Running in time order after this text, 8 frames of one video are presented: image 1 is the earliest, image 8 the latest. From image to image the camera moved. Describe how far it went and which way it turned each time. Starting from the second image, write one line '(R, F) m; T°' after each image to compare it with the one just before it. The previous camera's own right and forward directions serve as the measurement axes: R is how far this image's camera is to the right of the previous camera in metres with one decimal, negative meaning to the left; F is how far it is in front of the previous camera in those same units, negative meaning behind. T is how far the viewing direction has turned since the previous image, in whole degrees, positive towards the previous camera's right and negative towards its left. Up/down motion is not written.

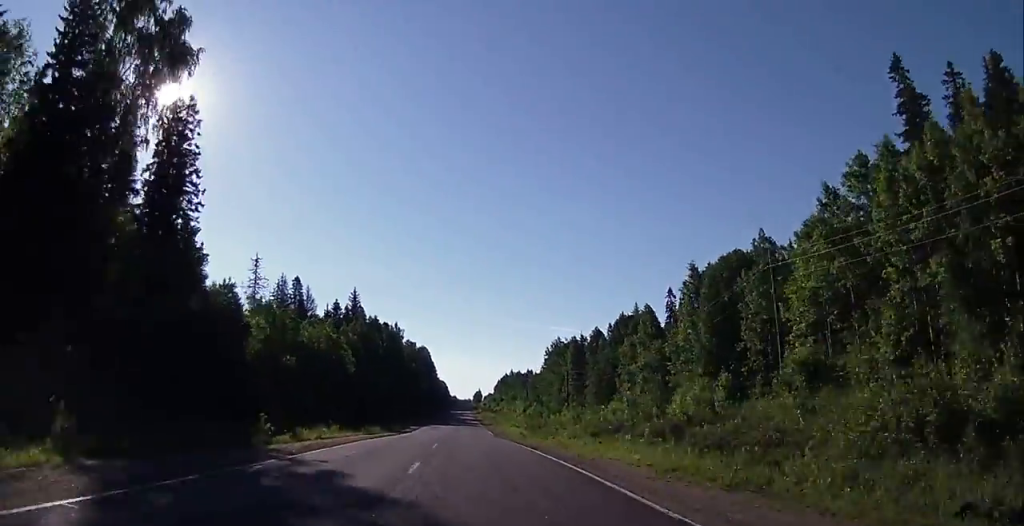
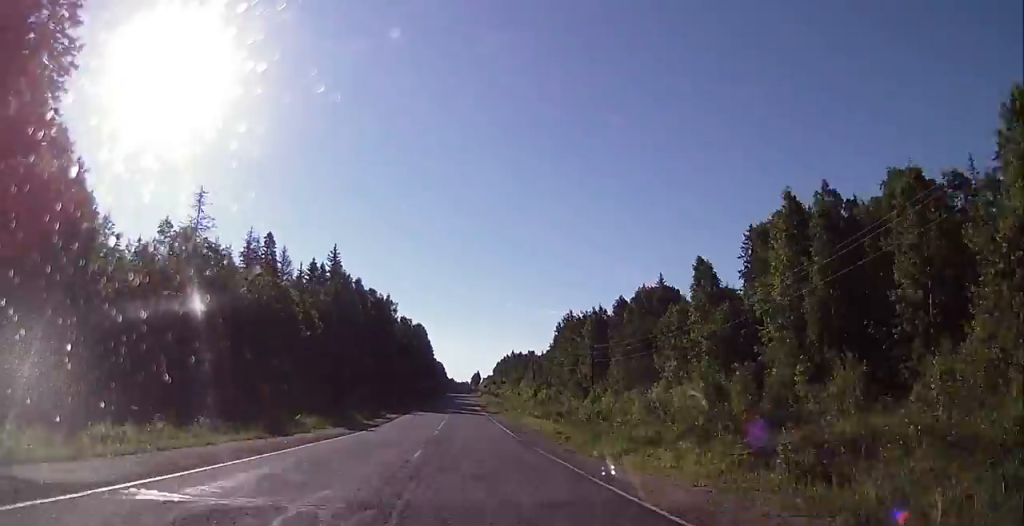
(-0.2, +21.1) m; 0°
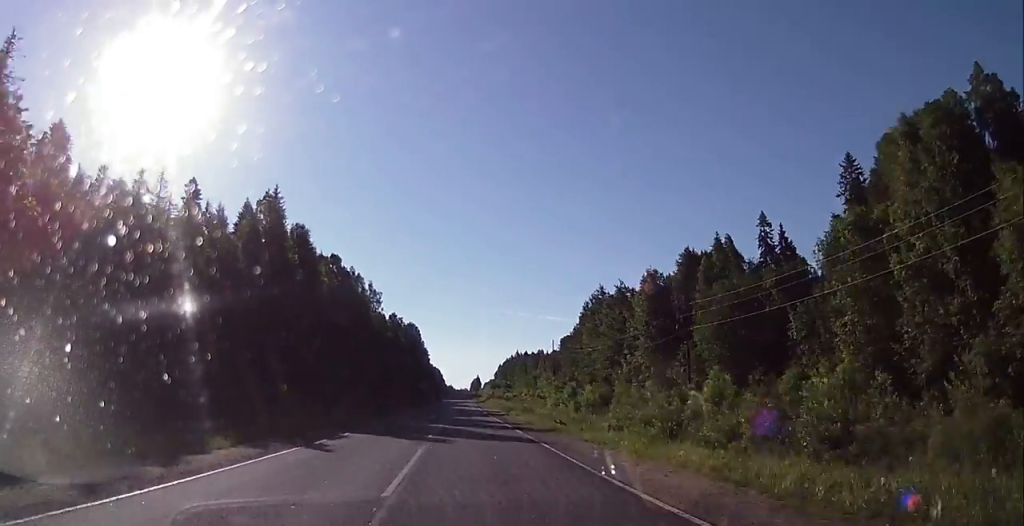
(+0.7, +35.3) m; +1°
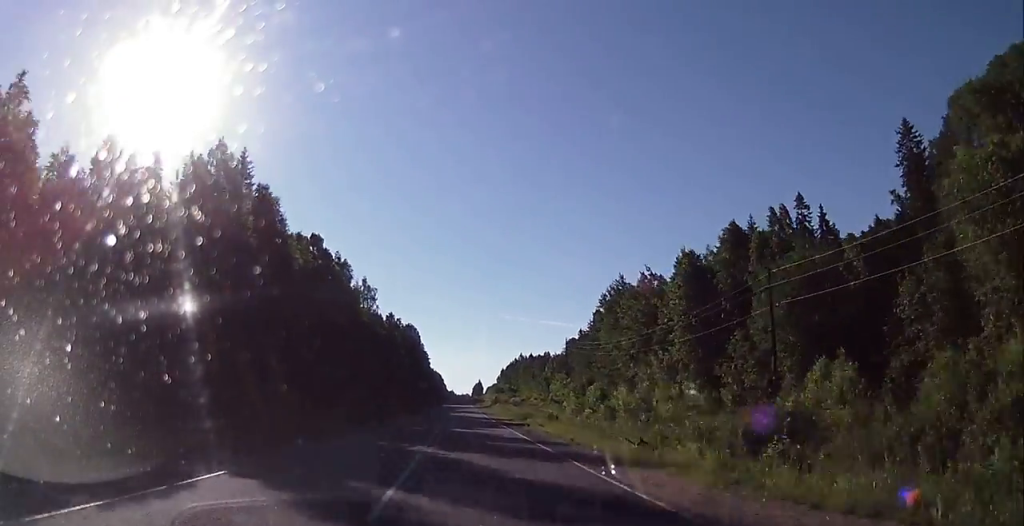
(+0.1, +13.3) m; 0°
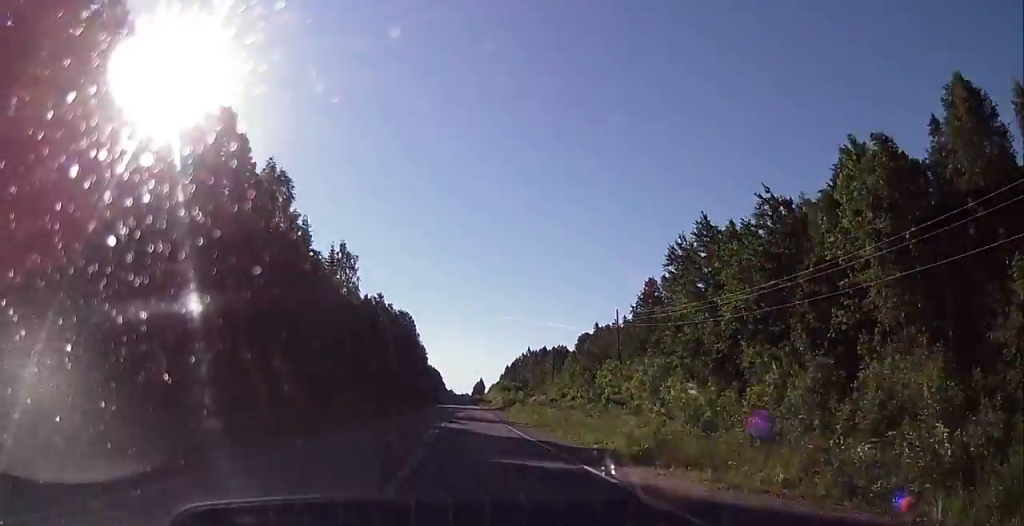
(-0.2, +34.0) m; 0°
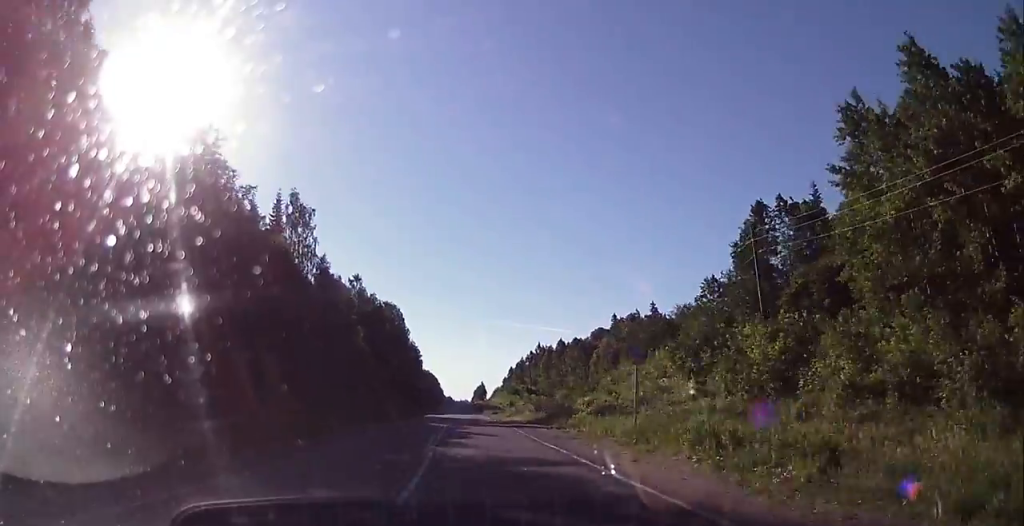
(+0.6, +35.8) m; +1°
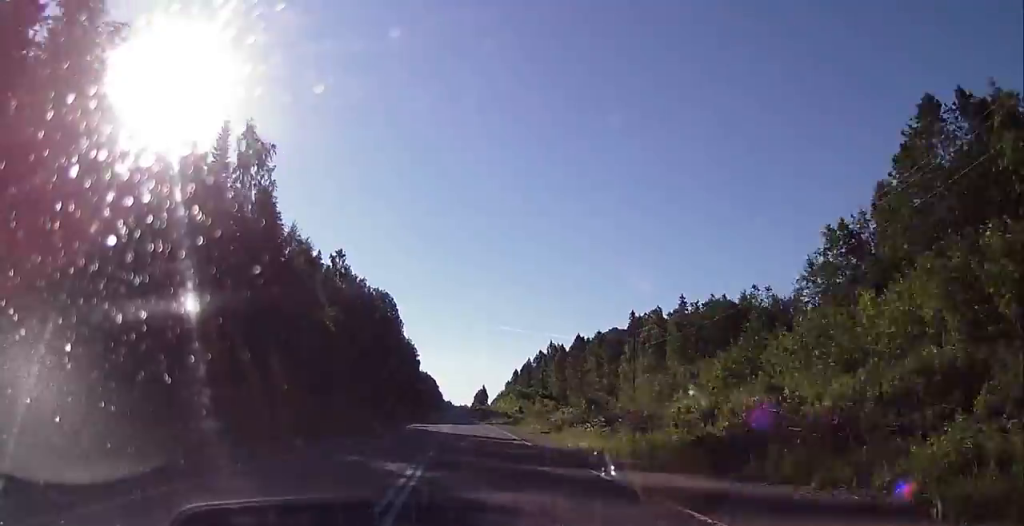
(+0.1, +24.3) m; -1°
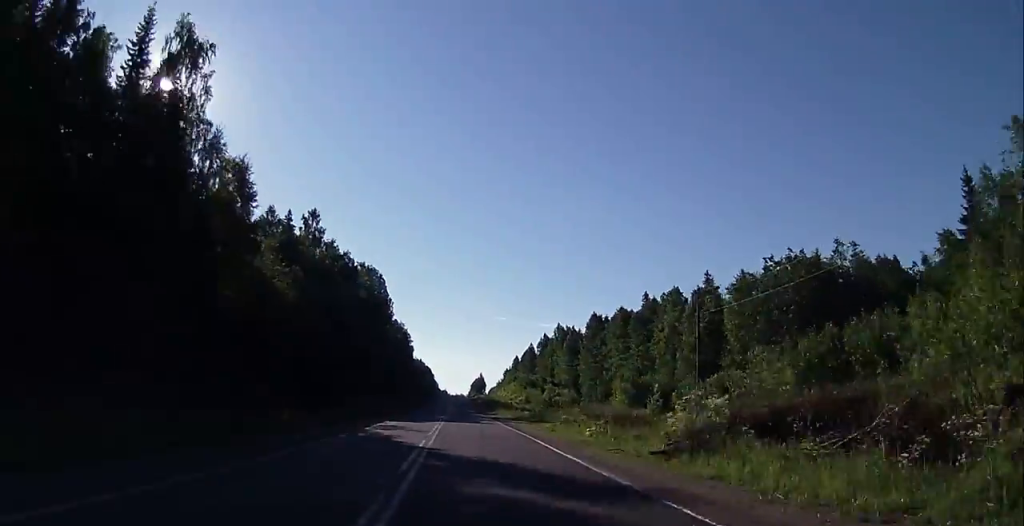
(-0.4, +20.0) m; -2°
